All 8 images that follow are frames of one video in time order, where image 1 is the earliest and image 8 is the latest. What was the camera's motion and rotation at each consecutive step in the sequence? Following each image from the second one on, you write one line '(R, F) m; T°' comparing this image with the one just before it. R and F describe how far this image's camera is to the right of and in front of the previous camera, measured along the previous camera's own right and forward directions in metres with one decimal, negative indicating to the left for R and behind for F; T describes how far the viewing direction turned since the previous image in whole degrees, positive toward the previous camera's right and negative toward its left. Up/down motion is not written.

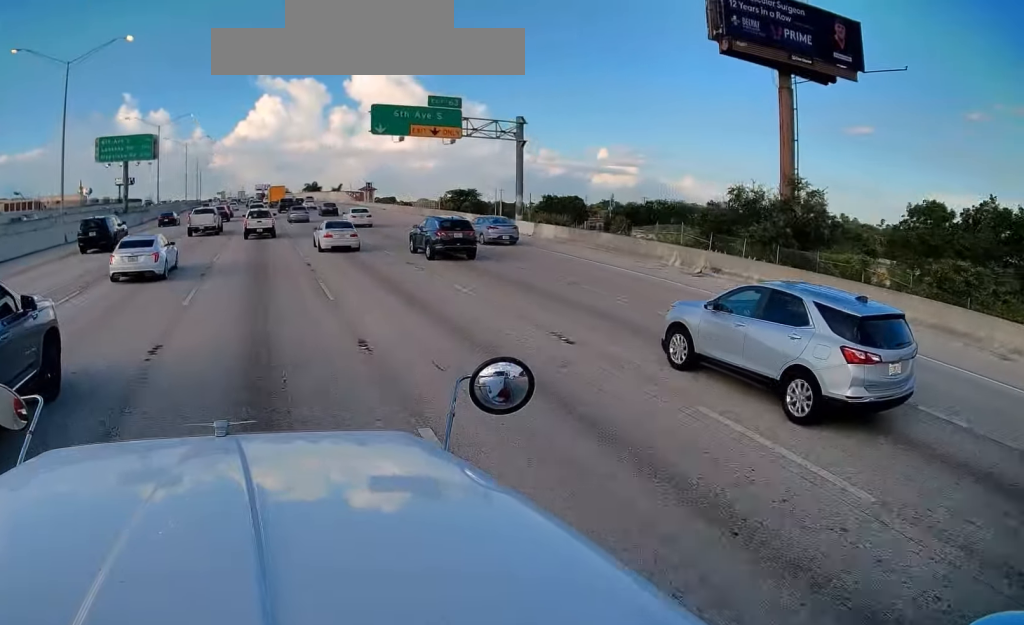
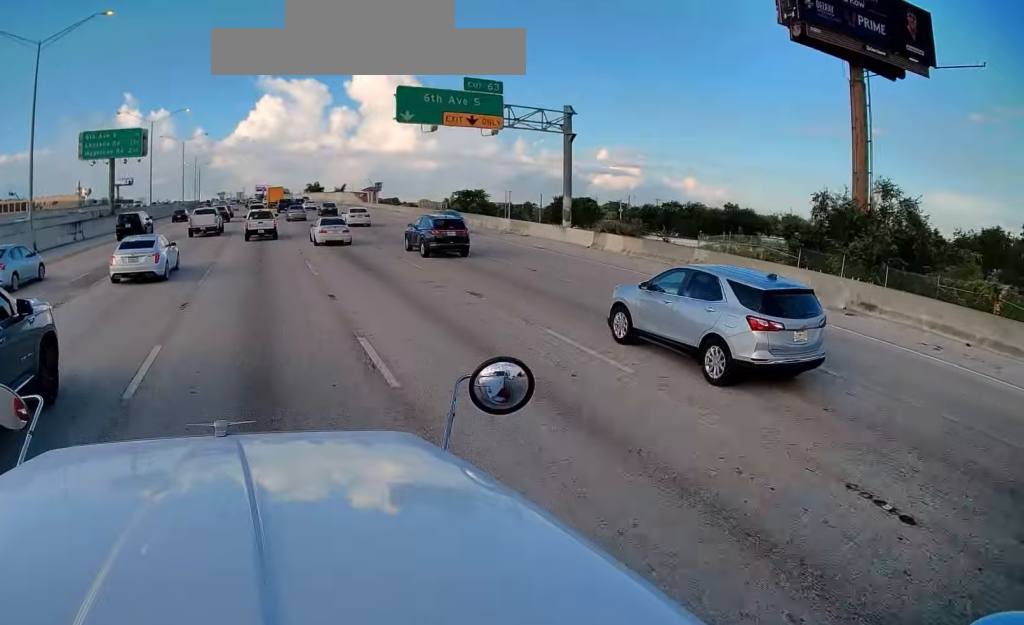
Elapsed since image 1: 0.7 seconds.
(0.0, +7.5) m; 0°
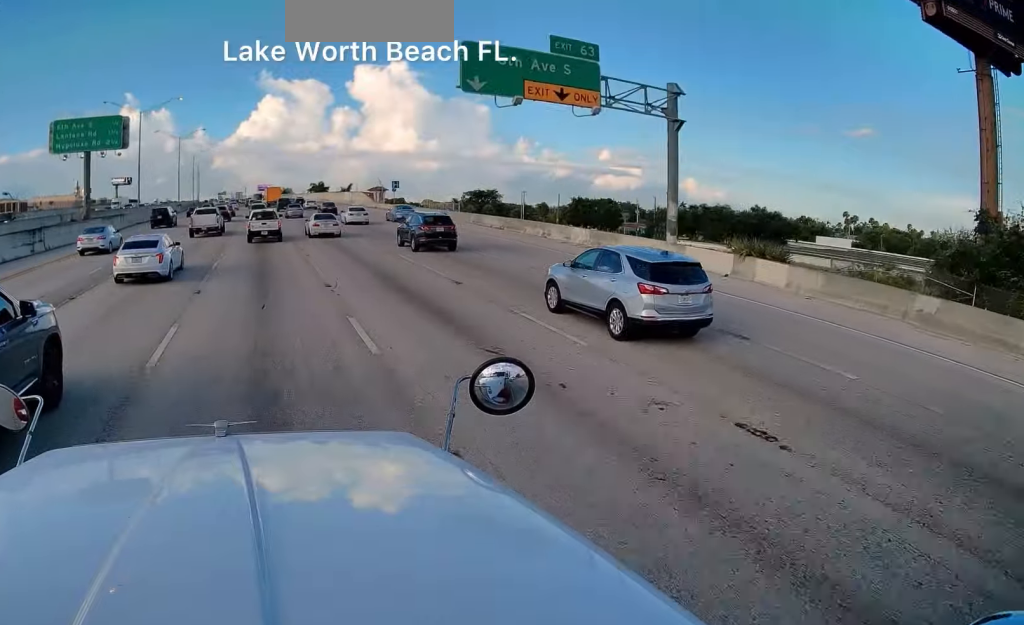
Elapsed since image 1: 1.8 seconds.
(+0.1, +10.7) m; 0°
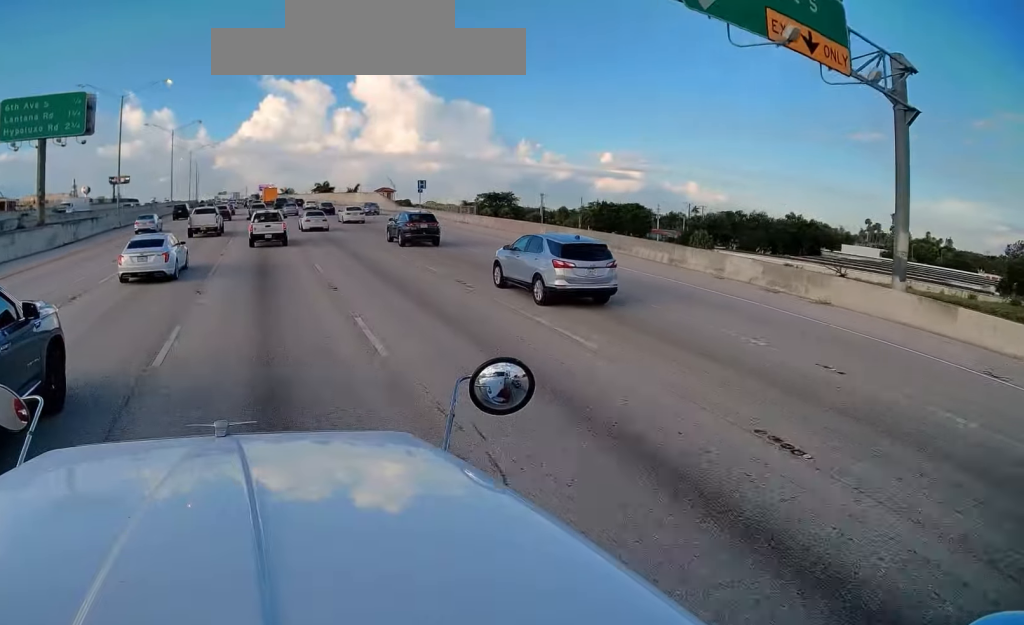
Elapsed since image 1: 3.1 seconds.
(0.0, +12.5) m; 0°
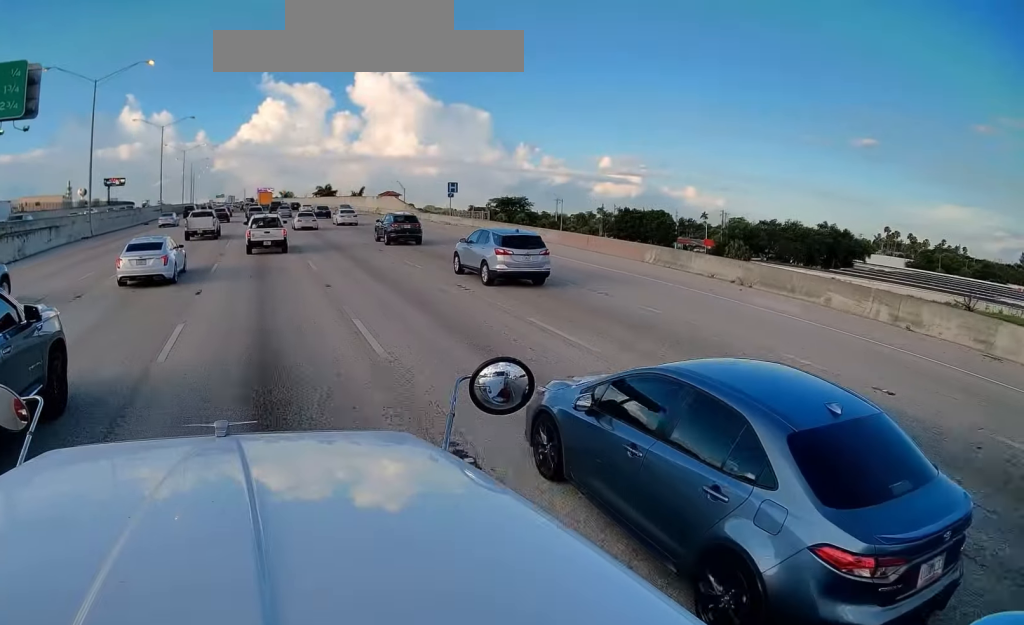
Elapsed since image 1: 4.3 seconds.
(0.0, +11.7) m; +1°
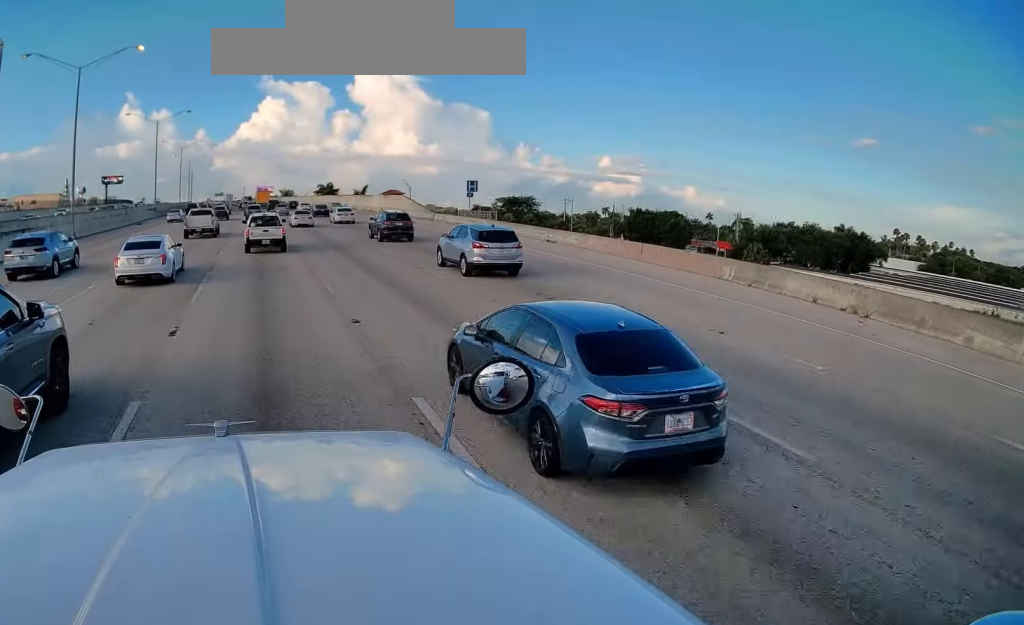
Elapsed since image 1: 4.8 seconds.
(0.0, +5.6) m; +1°
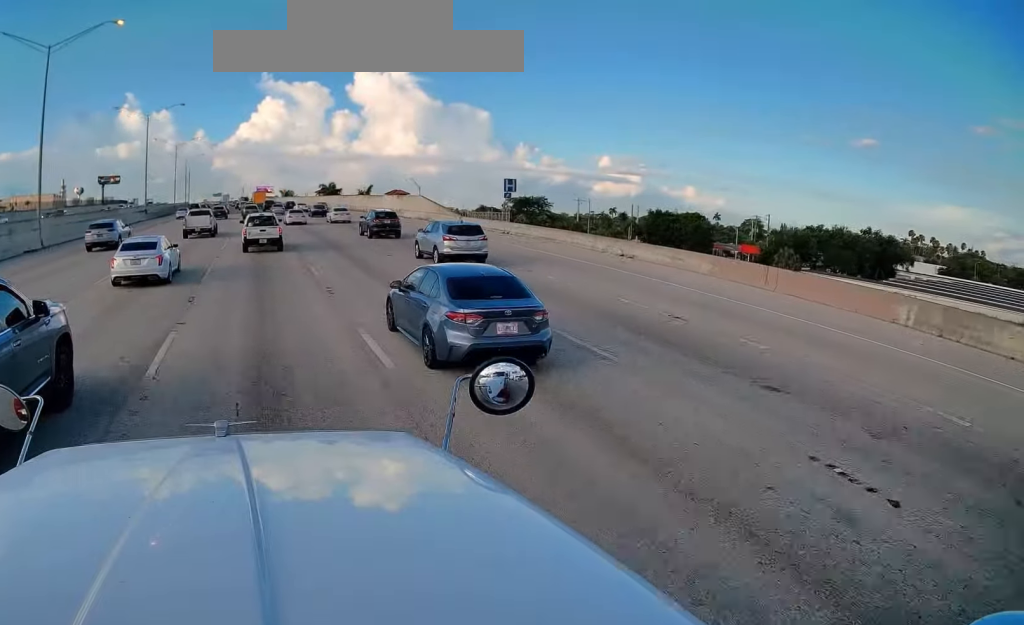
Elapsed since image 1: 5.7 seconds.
(+0.2, +8.8) m; +2°
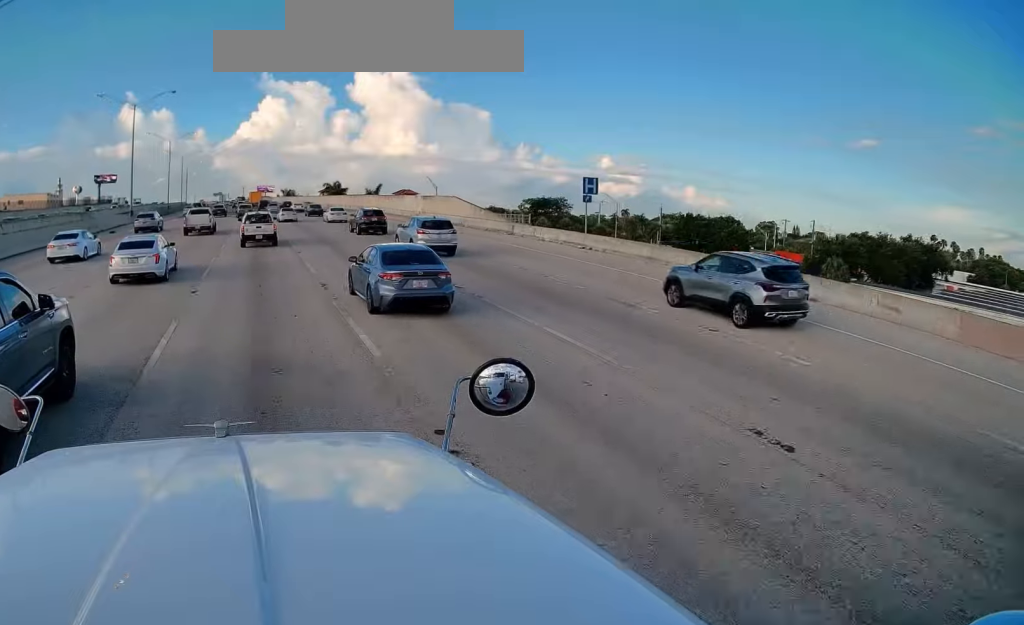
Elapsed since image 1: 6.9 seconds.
(+0.1, +12.3) m; -1°
